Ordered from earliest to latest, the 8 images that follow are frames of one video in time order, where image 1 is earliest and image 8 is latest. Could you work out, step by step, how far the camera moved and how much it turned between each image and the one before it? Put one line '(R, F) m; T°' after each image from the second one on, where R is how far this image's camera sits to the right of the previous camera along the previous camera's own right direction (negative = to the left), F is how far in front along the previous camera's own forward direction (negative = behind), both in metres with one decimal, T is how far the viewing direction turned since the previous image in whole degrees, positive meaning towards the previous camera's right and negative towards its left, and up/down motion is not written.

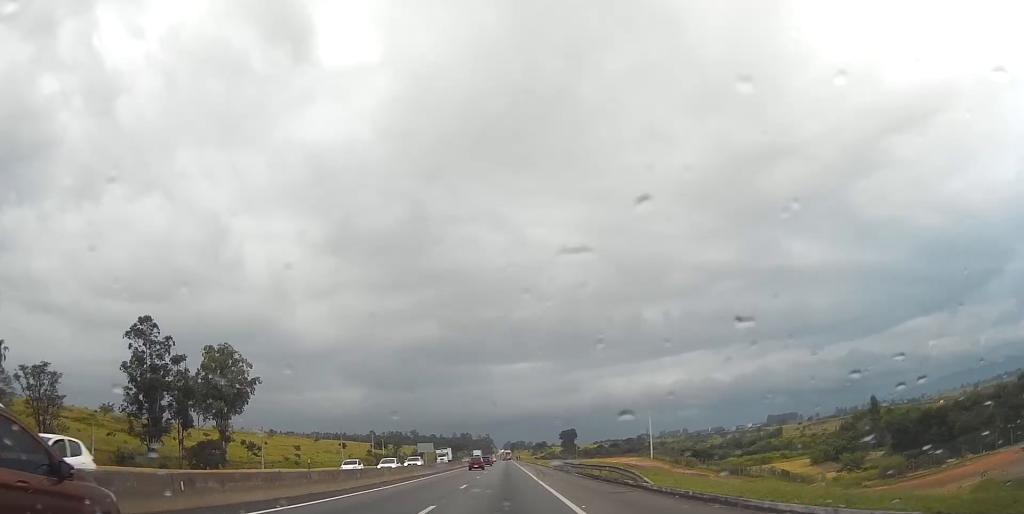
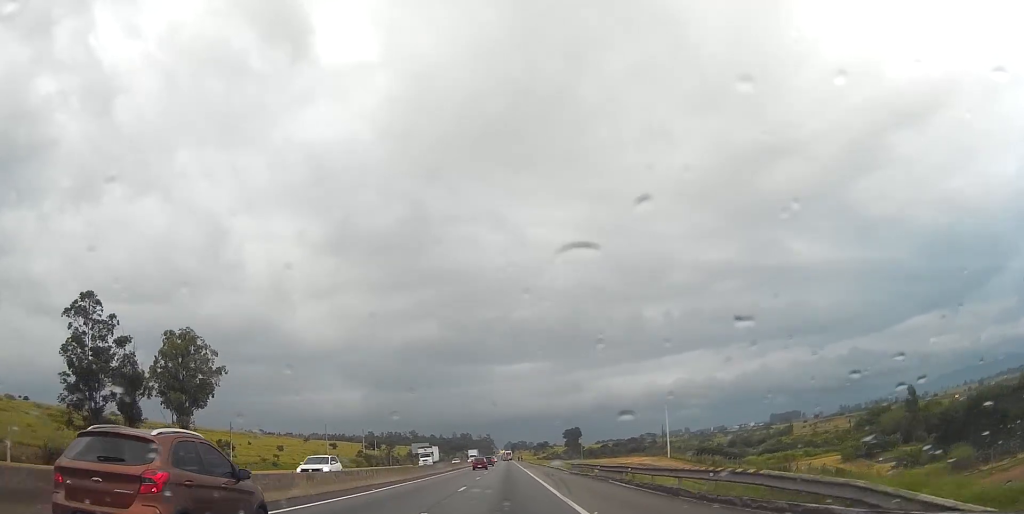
(-0.2, +18.0) m; 0°
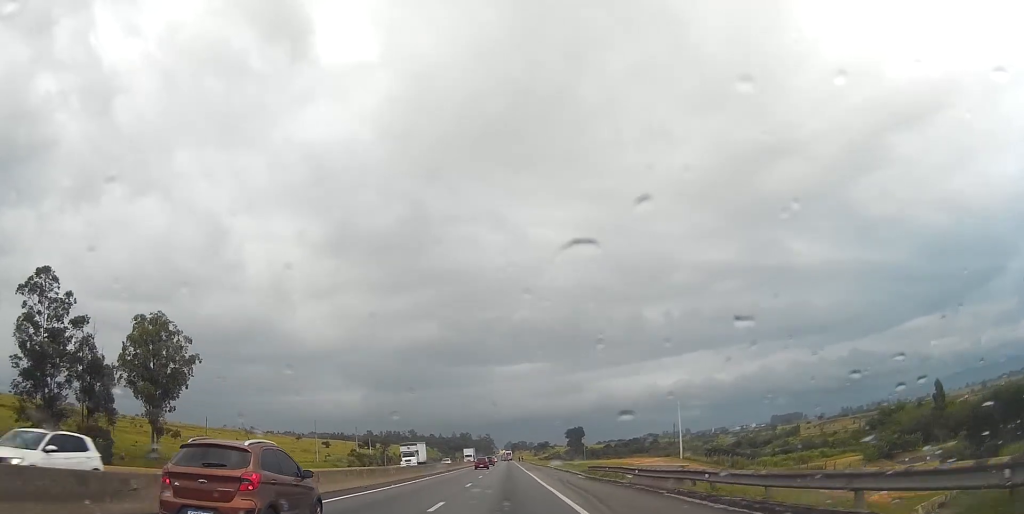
(+0.2, +11.4) m; 0°
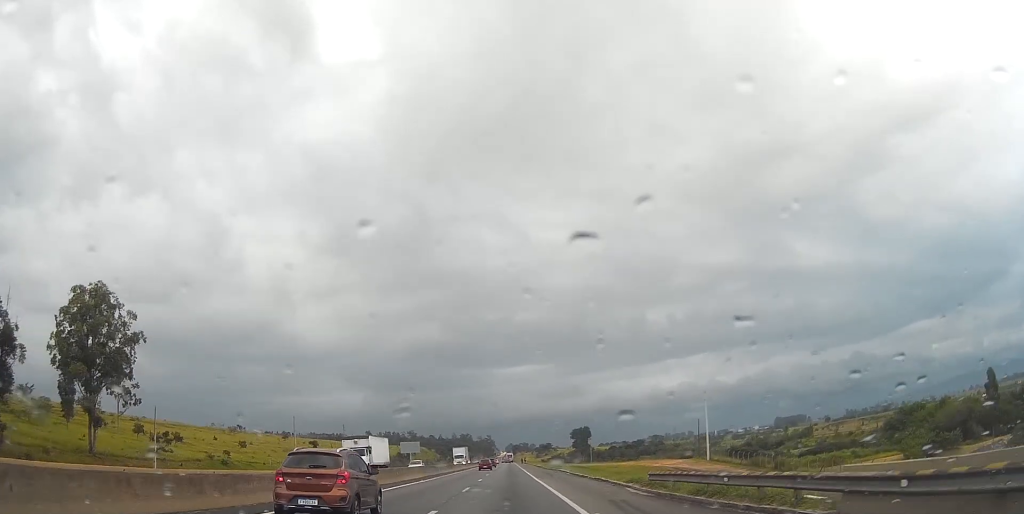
(+0.1, +19.4) m; 0°
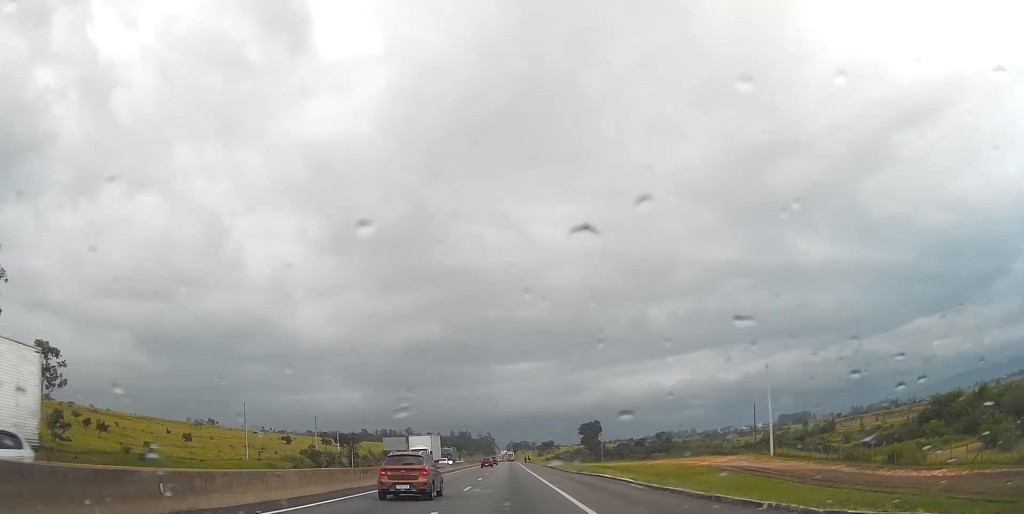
(-0.1, +32.0) m; 0°
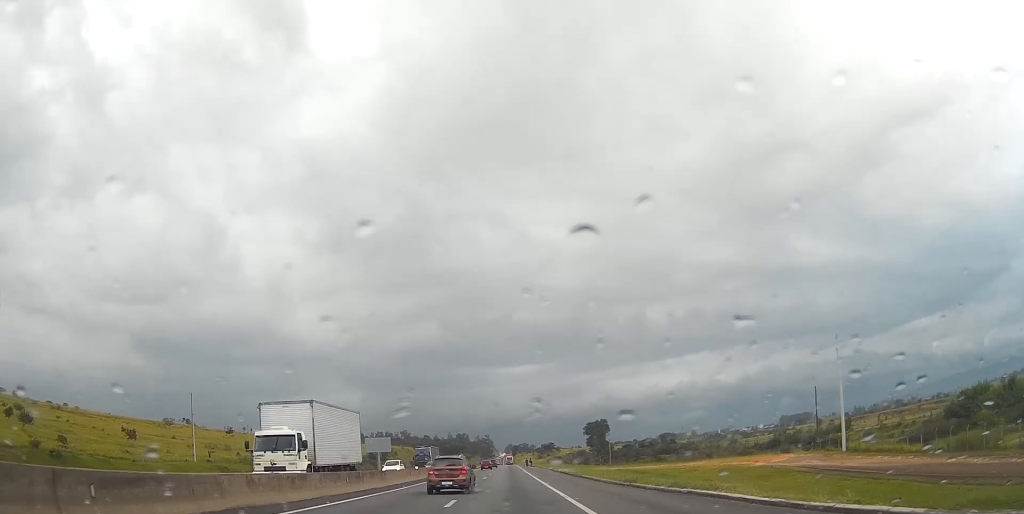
(-0.1, +23.3) m; 0°
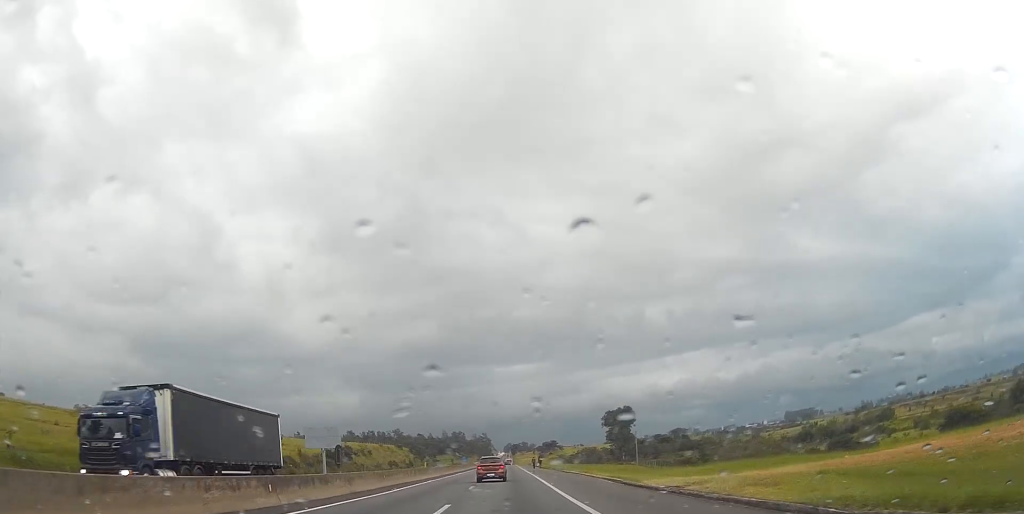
(-0.1, +51.3) m; 0°
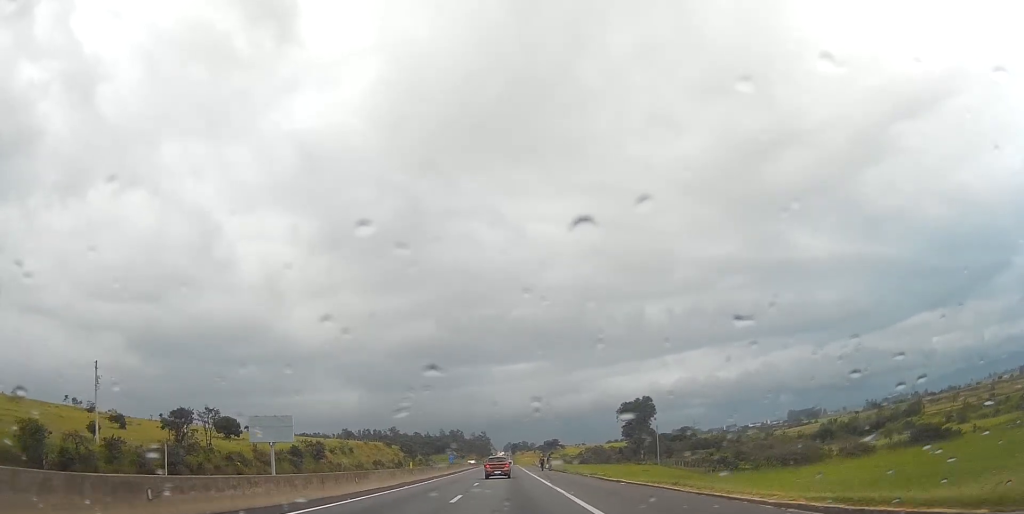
(+0.2, +27.3) m; 0°
